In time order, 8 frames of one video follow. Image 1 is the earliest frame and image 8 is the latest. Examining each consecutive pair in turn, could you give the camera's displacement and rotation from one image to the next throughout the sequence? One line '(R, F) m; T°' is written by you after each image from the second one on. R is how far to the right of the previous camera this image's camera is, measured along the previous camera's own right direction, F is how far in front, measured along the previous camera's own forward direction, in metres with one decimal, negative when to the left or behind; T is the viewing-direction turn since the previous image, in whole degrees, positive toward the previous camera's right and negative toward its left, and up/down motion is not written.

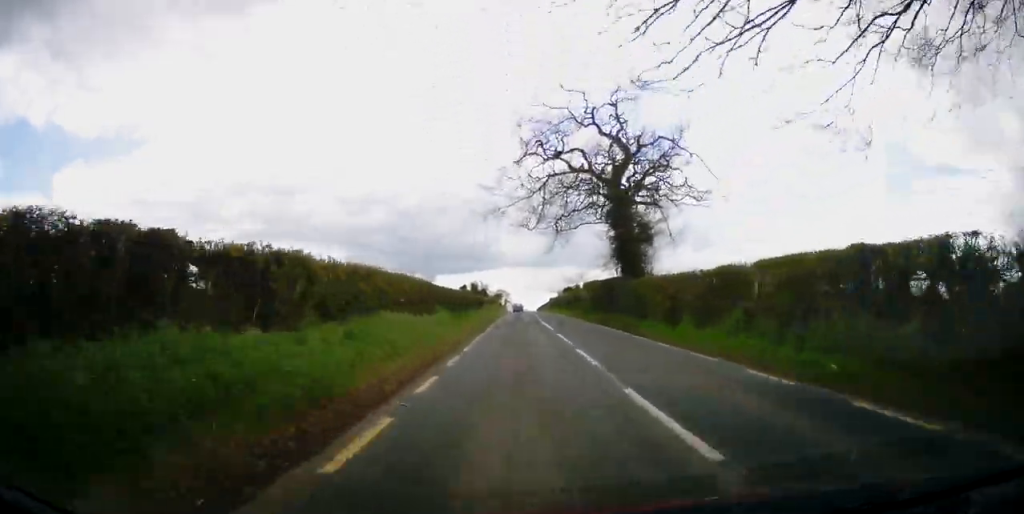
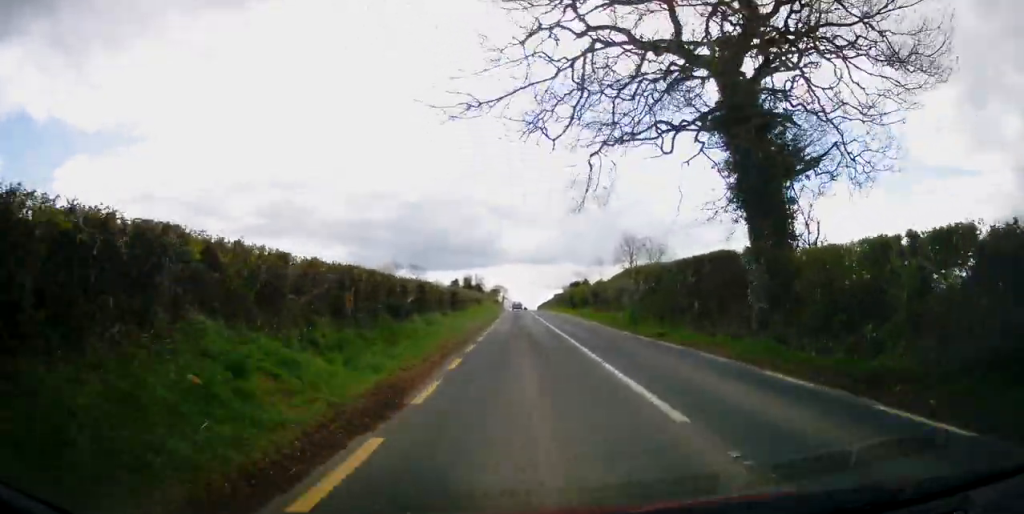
(-0.2, +20.0) m; -1°
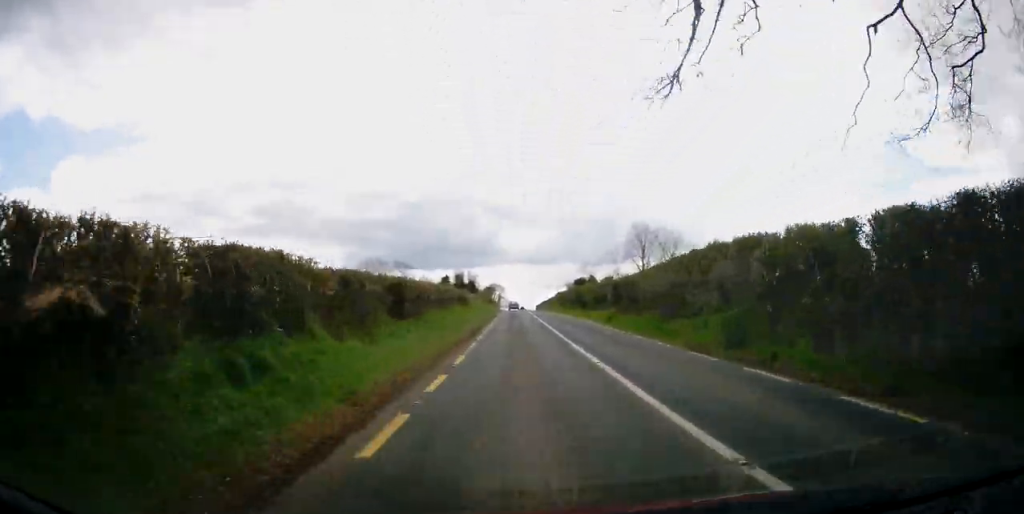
(-0.2, +14.7) m; 0°
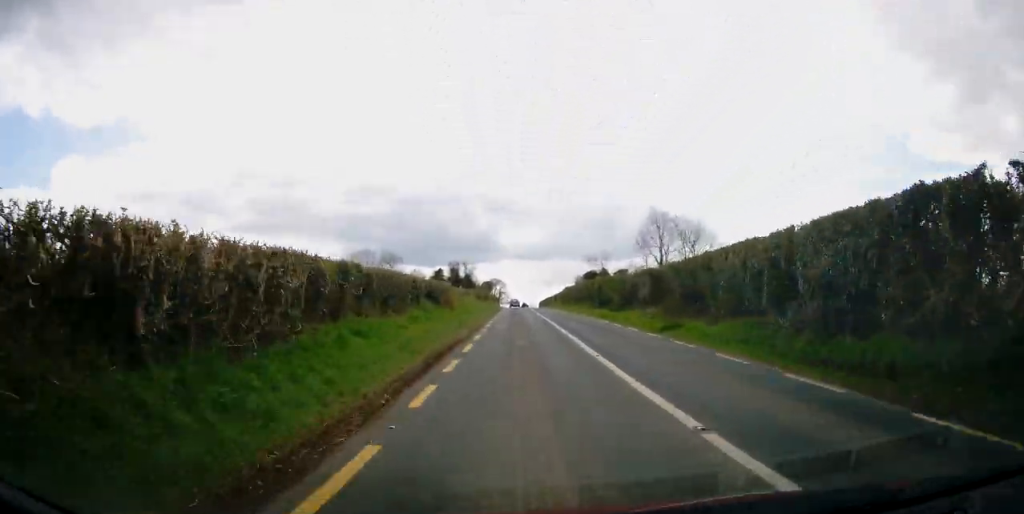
(+0.2, +13.4) m; +1°
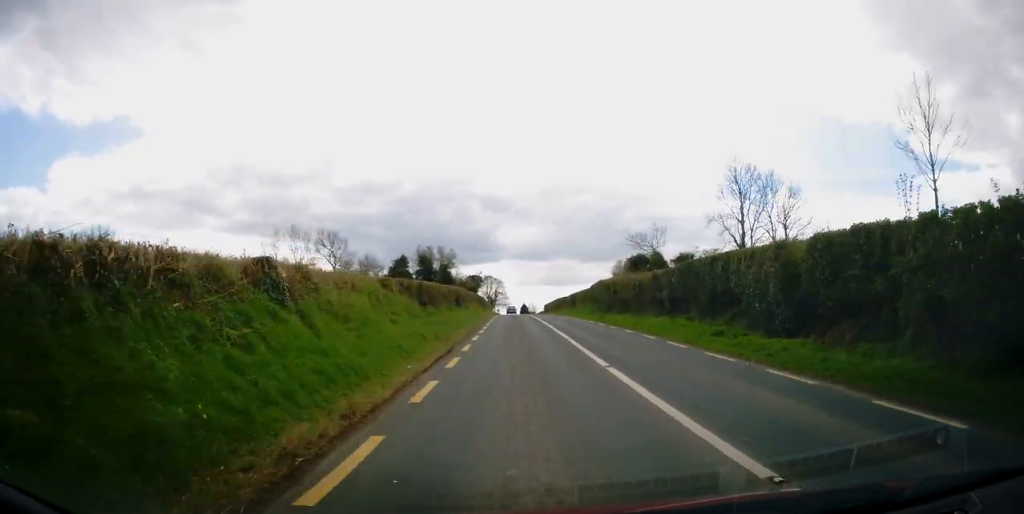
(+0.2, +38.1) m; 0°
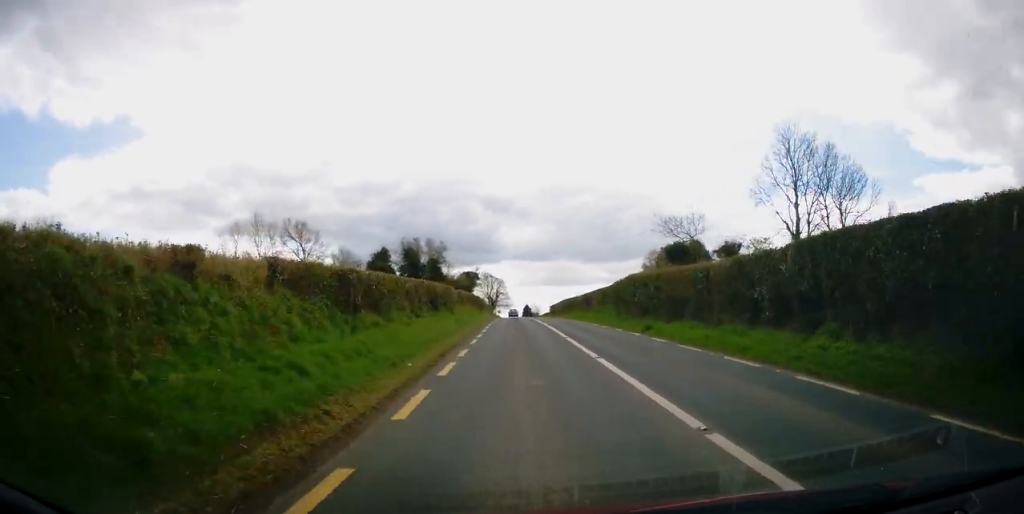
(0.0, +13.1) m; 0°
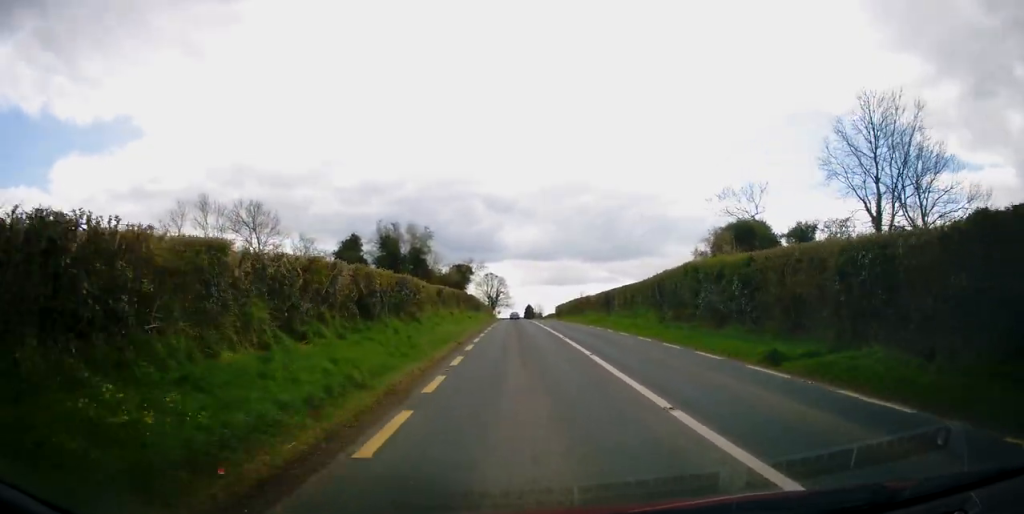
(-0.2, +13.1) m; 0°
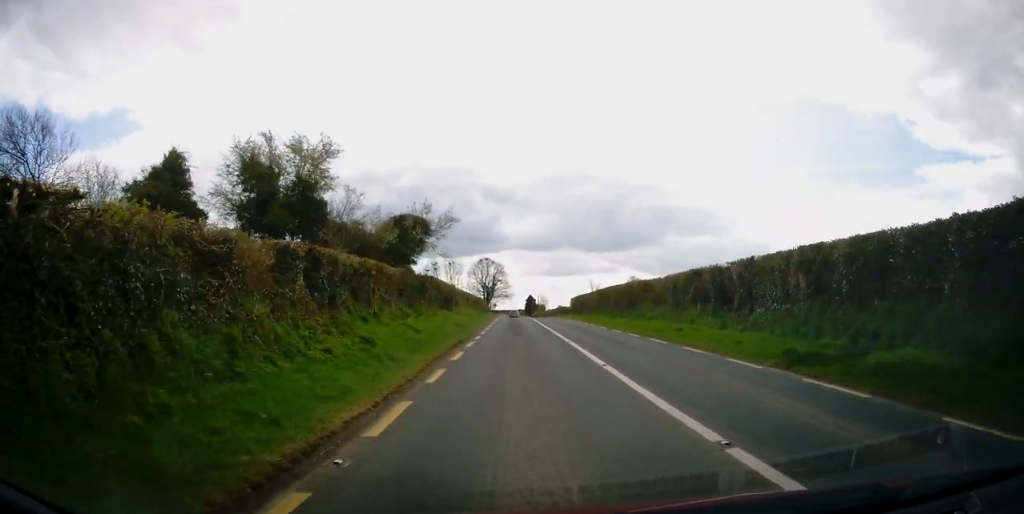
(+0.3, +30.1) m; 0°
